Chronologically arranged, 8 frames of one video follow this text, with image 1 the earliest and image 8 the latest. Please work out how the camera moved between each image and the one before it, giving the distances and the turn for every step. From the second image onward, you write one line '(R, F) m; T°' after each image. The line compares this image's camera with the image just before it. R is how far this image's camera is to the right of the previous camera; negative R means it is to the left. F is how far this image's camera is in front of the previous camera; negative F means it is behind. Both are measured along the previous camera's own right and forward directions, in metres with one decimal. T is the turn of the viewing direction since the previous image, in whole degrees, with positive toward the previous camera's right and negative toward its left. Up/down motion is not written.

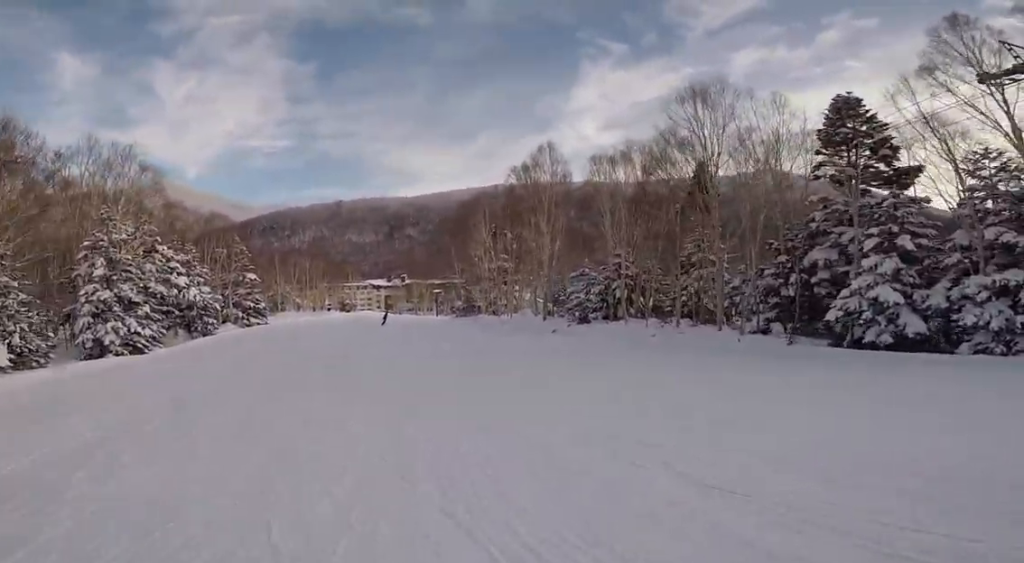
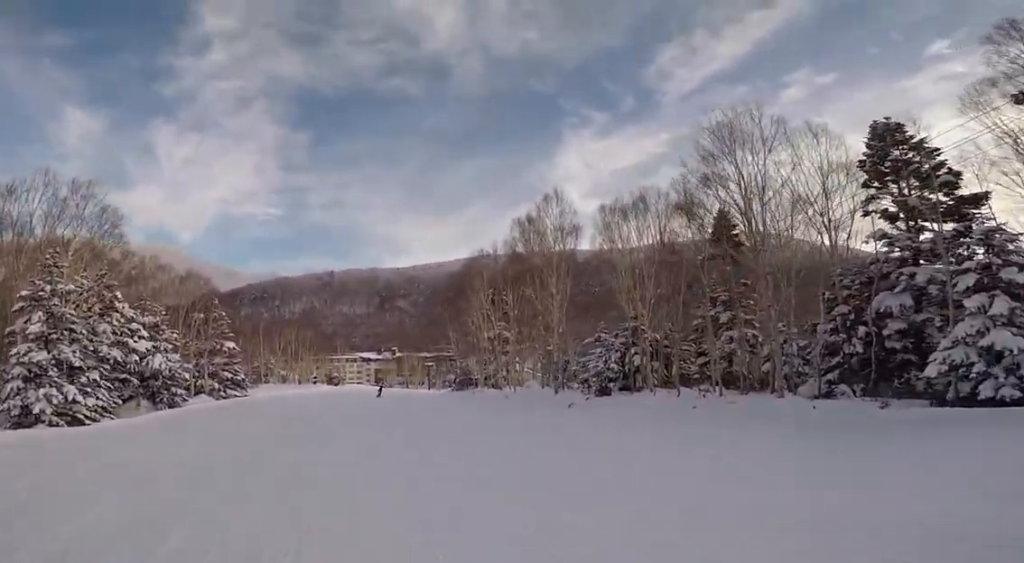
(+0.5, +3.8) m; +4°
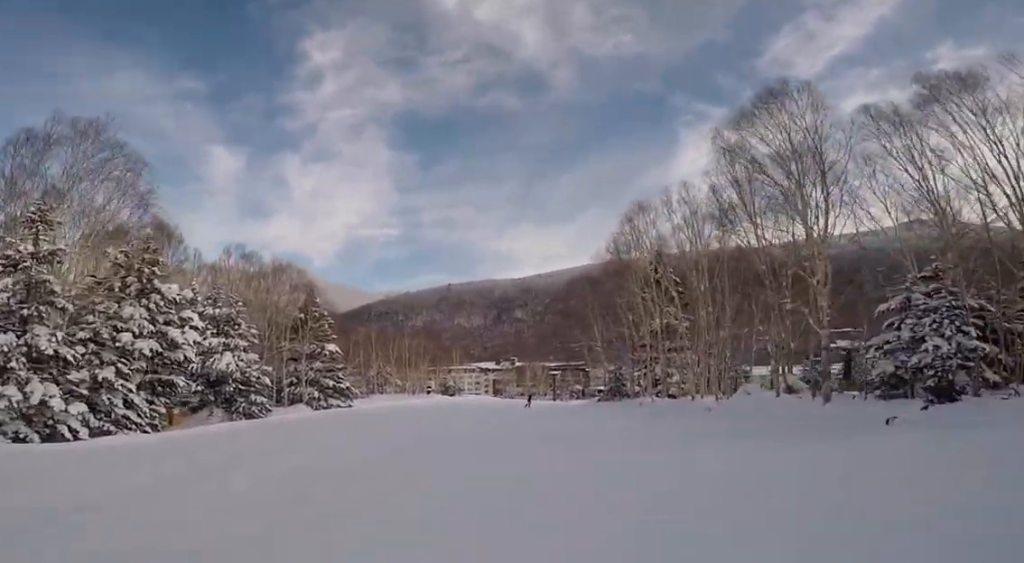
(+0.6, +9.9) m; -4°
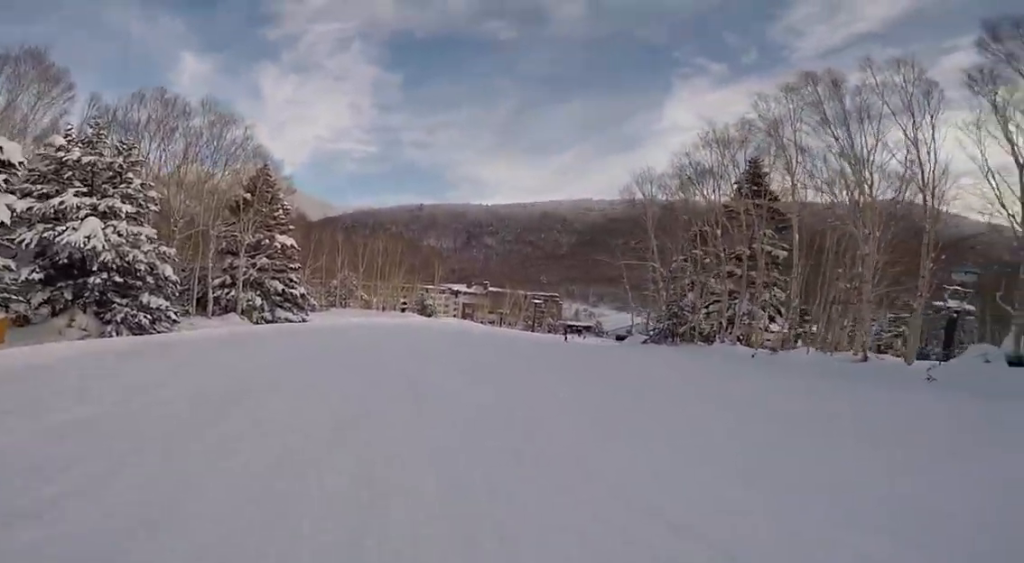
(-0.5, +10.9) m; +9°
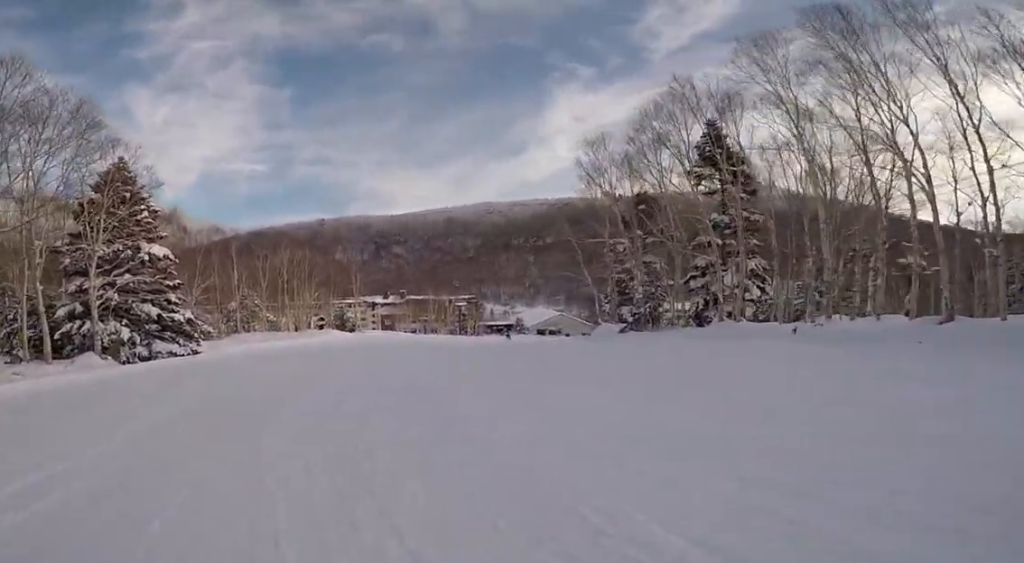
(+0.9, +6.3) m; +10°
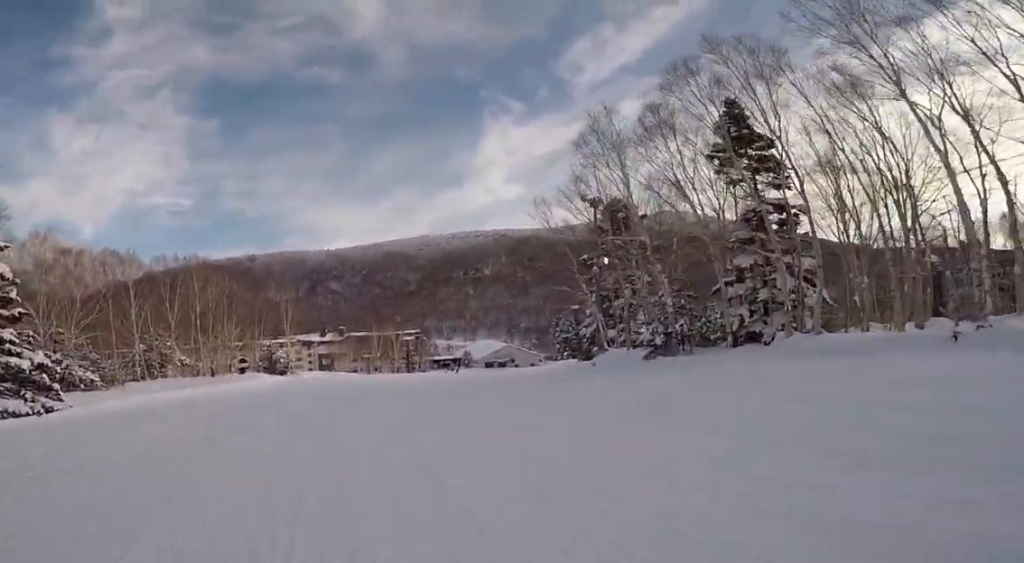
(+0.3, +8.1) m; -3°
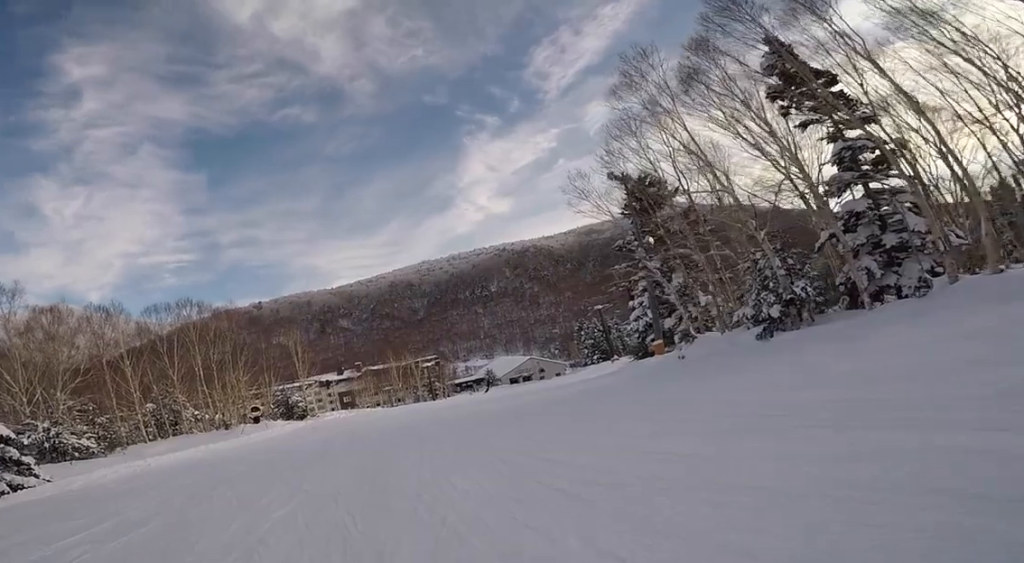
(-0.3, +5.5) m; -6°
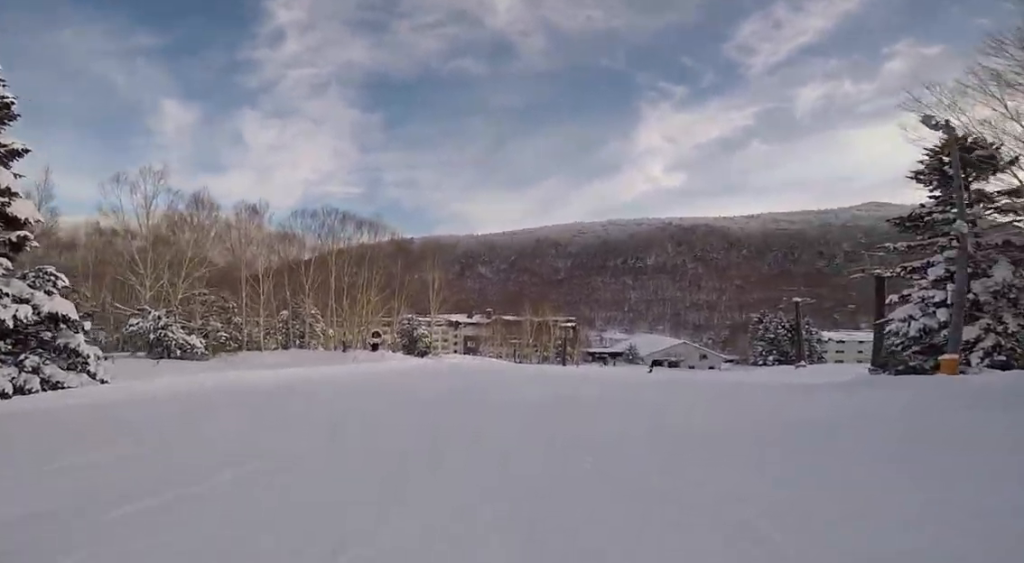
(-0.5, +7.9) m; -5°
